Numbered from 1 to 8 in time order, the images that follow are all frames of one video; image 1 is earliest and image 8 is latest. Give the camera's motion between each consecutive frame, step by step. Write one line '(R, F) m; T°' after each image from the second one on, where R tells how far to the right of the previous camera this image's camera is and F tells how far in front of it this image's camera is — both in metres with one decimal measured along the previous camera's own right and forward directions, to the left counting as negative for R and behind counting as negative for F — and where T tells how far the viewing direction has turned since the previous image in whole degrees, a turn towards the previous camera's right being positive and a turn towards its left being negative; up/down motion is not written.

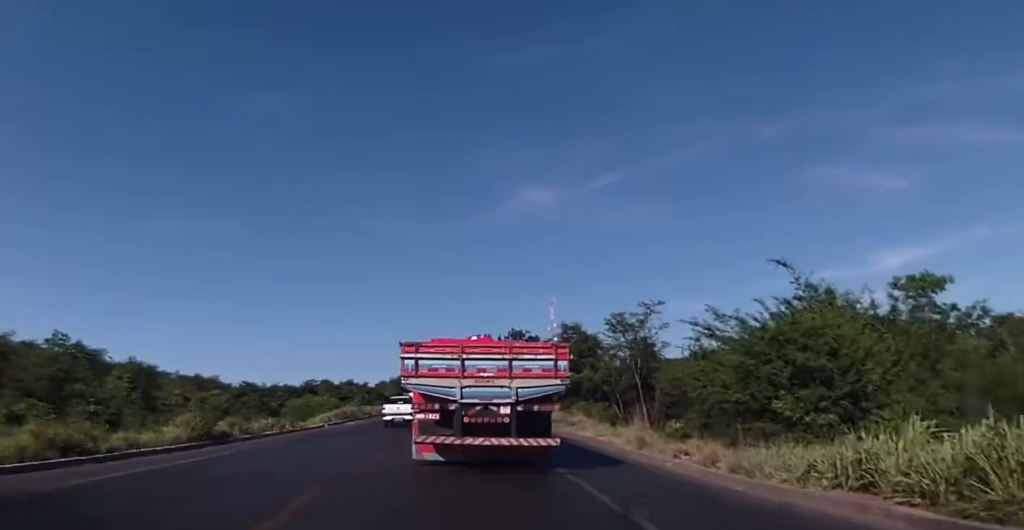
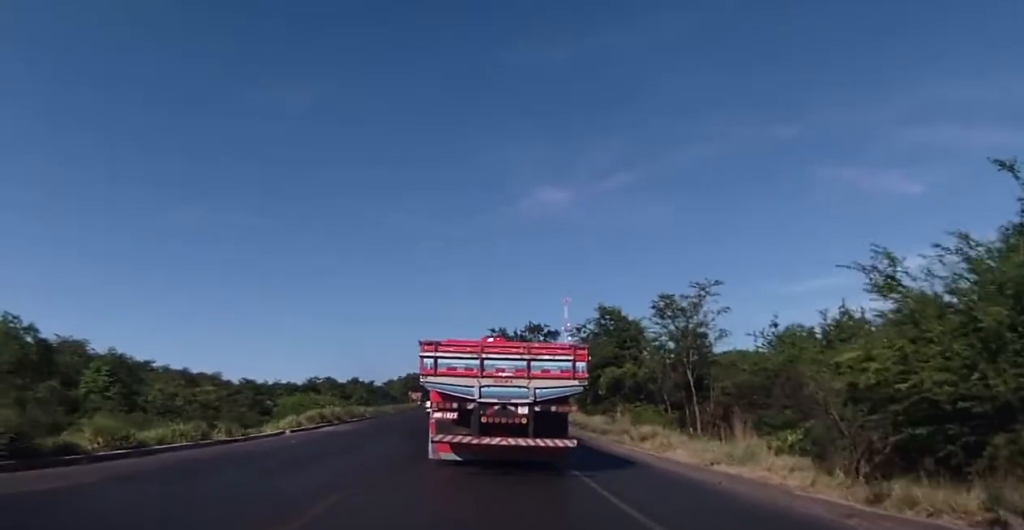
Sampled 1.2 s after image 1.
(-0.1, +10.0) m; 0°
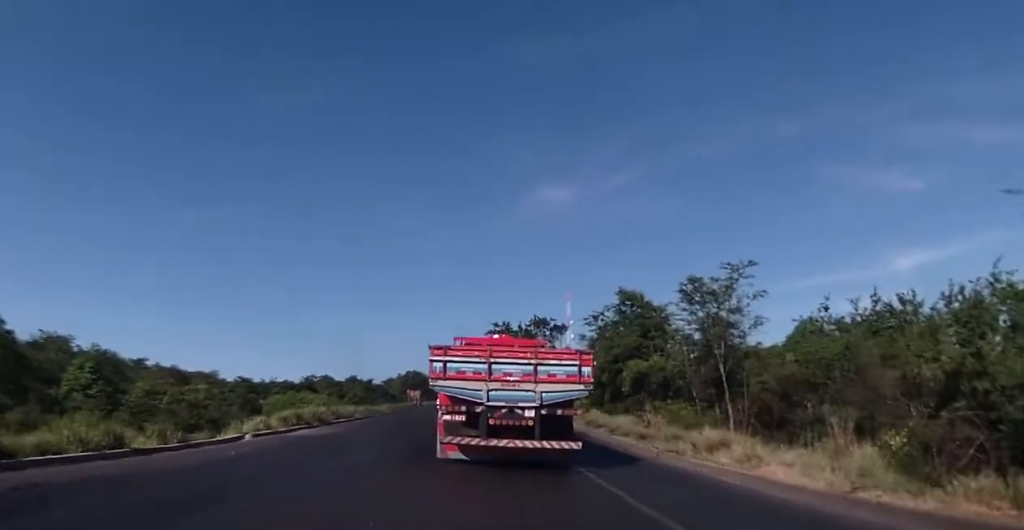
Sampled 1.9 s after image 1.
(0.0, +5.6) m; 0°
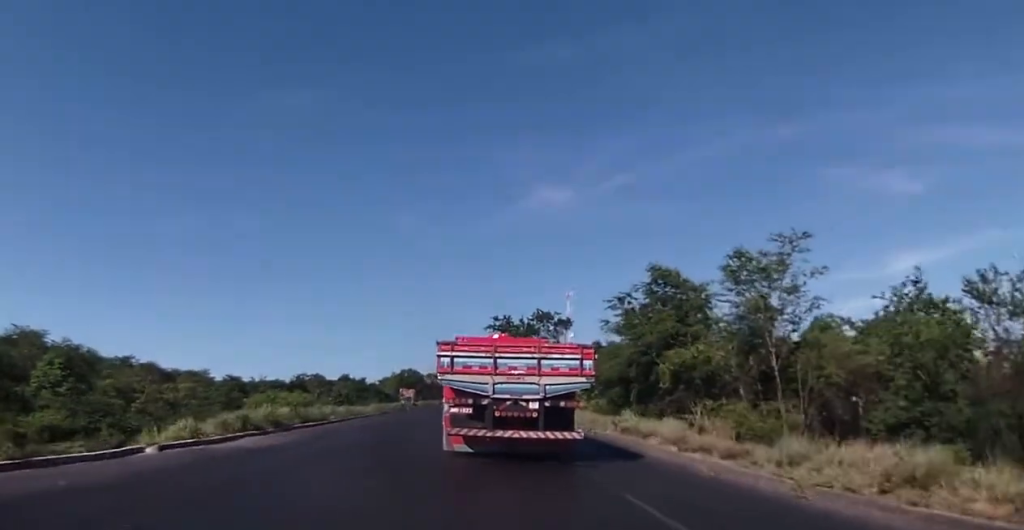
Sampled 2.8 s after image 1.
(0.0, +7.5) m; -2°
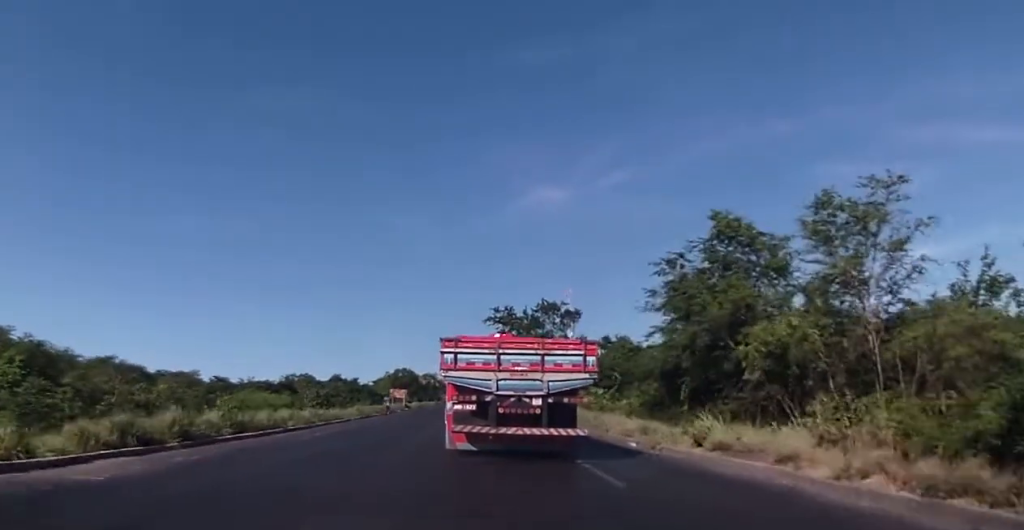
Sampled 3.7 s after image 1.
(-0.3, +8.7) m; 0°
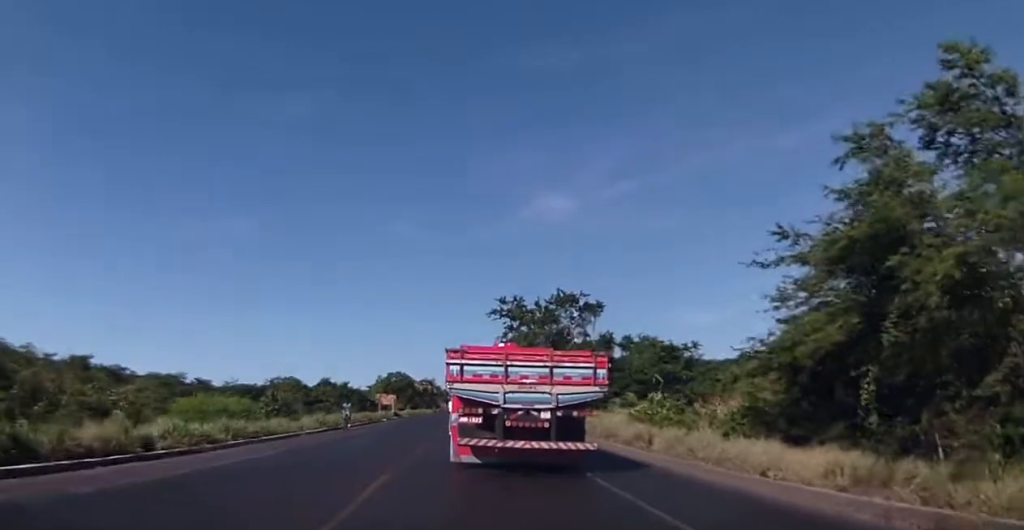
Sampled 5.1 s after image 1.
(+0.4, +13.0) m; +3°
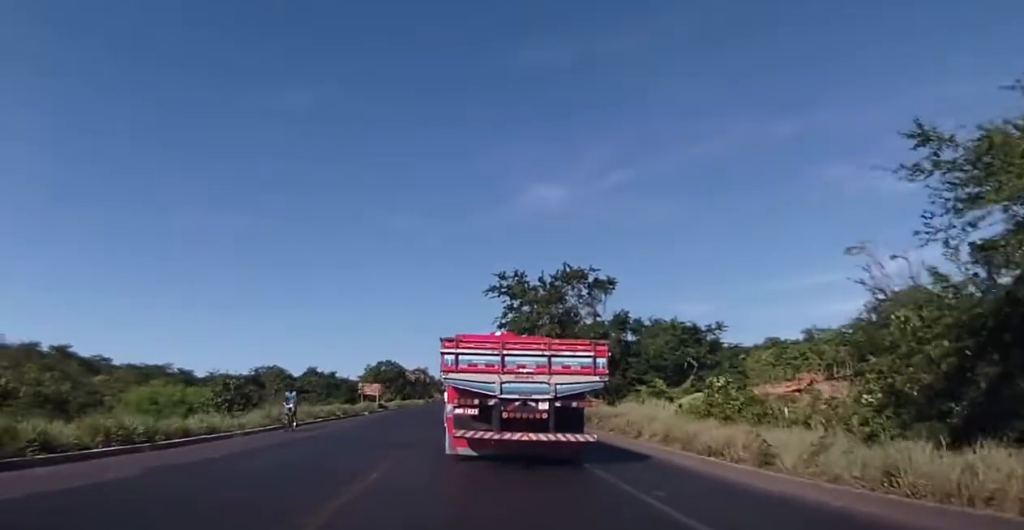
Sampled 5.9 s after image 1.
(0.0, +8.2) m; 0°
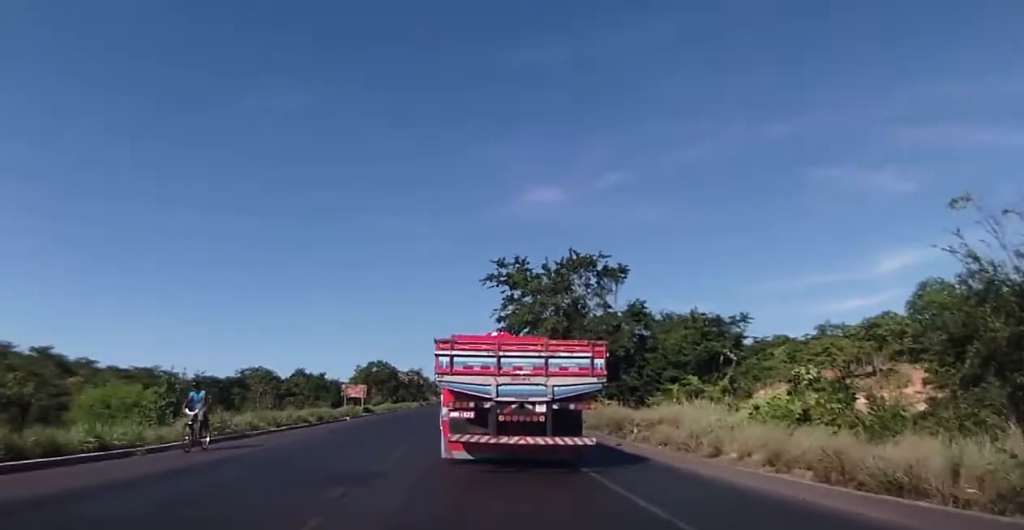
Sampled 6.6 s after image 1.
(0.0, +6.6) m; 0°
